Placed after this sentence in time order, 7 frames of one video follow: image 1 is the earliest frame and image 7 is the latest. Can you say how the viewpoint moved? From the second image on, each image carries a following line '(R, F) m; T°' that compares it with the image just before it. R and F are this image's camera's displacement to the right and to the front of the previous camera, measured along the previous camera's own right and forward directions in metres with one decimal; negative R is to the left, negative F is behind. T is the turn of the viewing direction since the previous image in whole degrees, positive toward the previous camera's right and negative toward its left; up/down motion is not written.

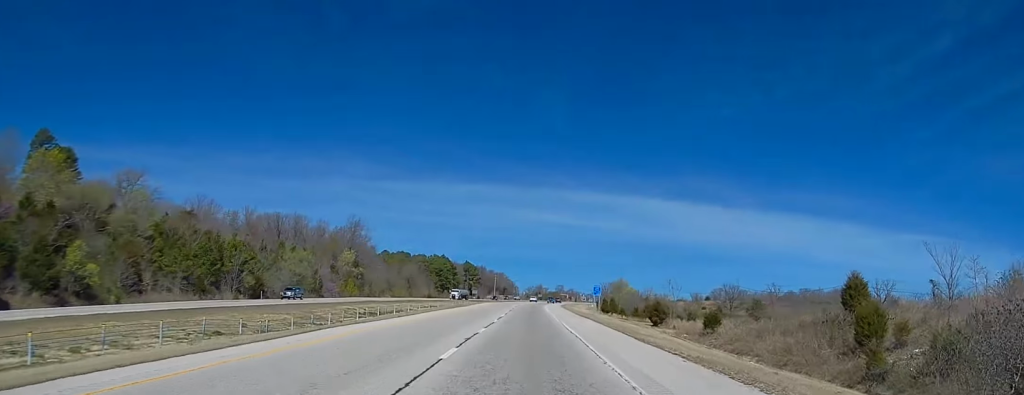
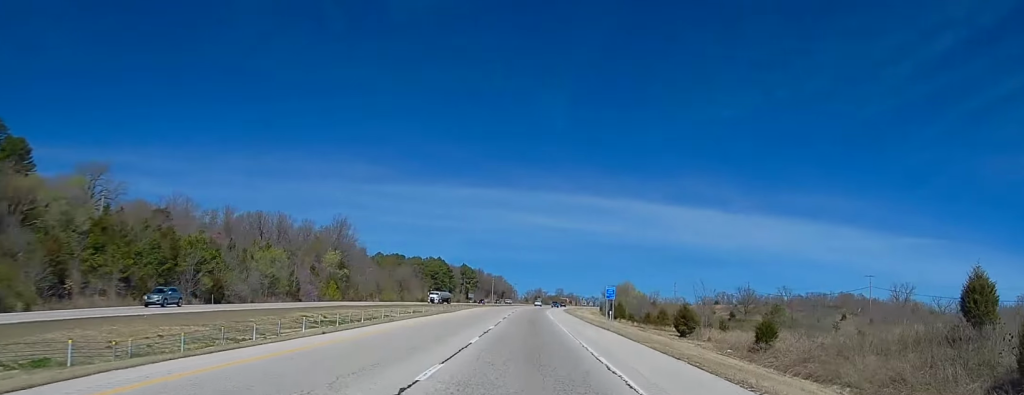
(+0.1, +16.2) m; 0°
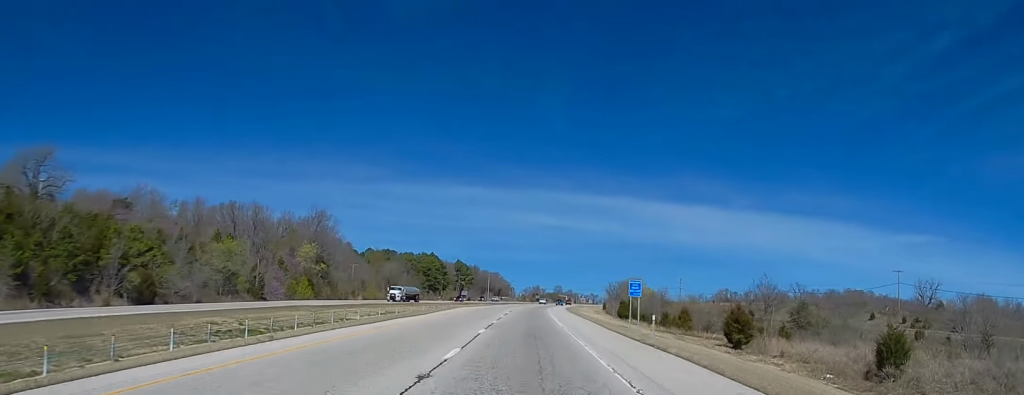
(-0.1, +19.6) m; 0°
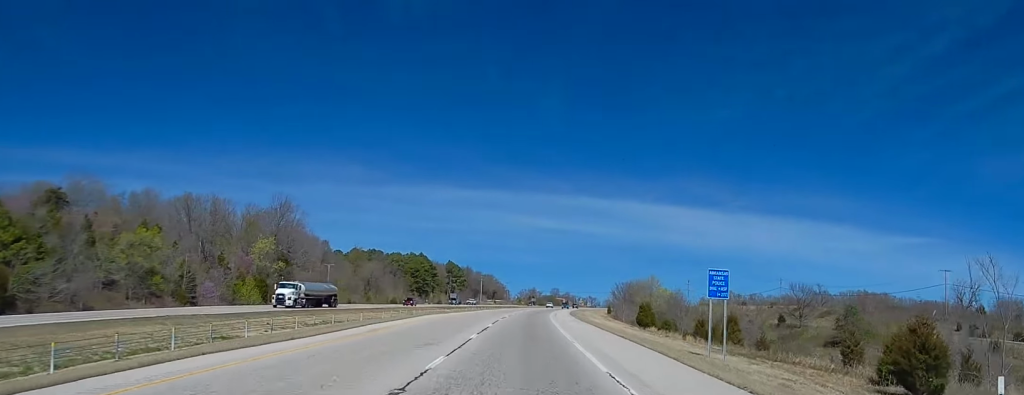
(-0.1, +26.8) m; 0°
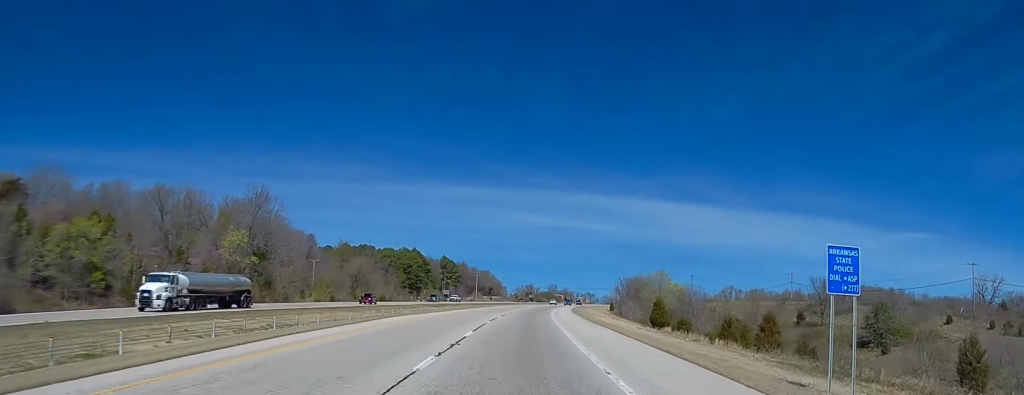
(0.0, +13.4) m; 0°
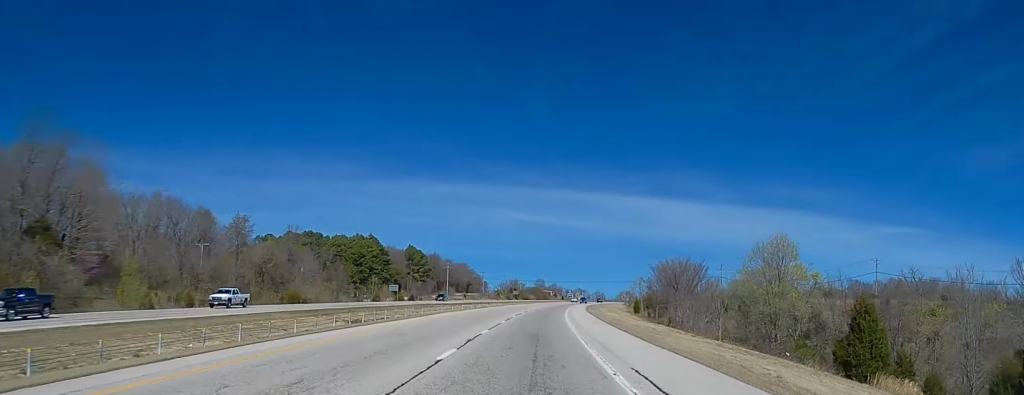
(+1.2, +70.1) m; +2°
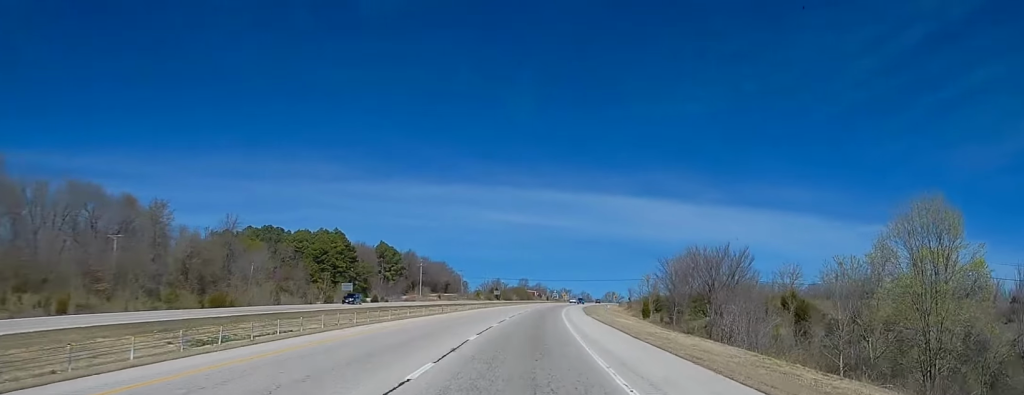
(-0.6, +28.8) m; 0°
